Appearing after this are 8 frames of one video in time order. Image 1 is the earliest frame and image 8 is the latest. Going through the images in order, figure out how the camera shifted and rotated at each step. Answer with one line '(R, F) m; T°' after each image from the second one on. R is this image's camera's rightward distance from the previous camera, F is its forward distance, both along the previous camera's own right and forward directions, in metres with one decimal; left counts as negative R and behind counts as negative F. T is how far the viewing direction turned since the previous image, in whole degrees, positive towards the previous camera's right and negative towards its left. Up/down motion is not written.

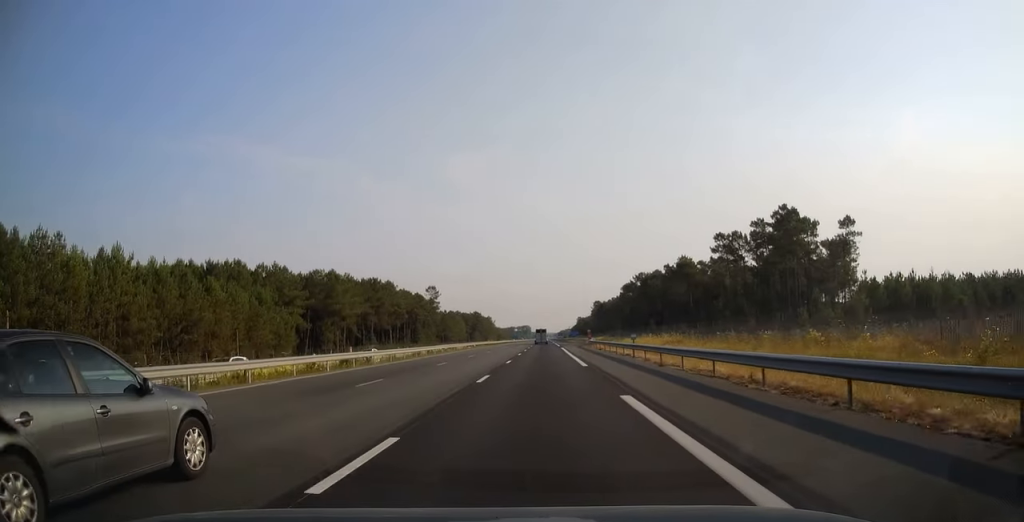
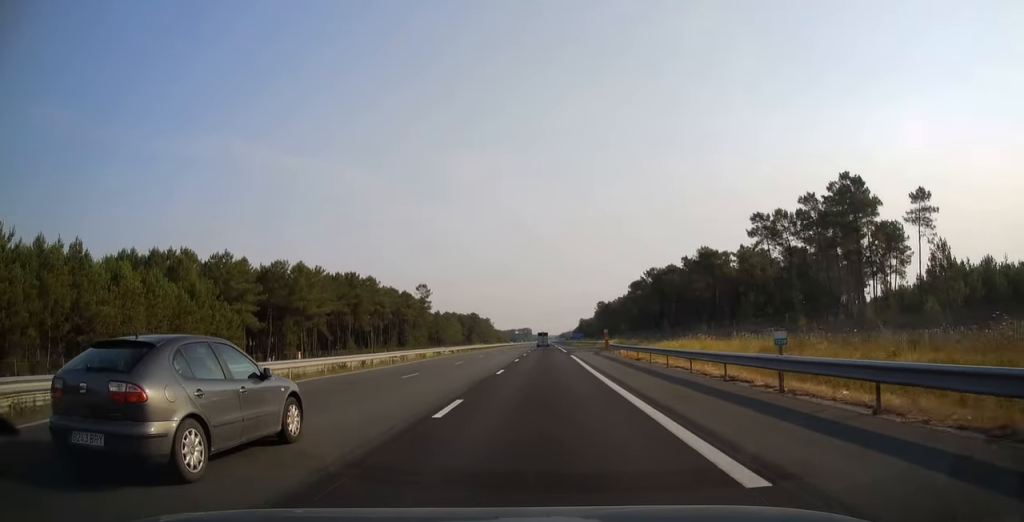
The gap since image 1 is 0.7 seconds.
(0.0, +20.6) m; 0°
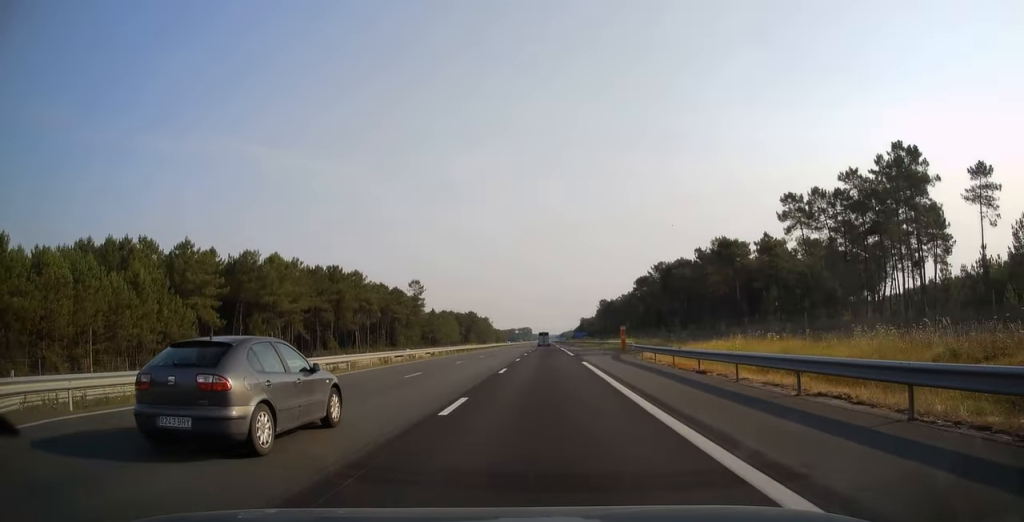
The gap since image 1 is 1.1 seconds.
(0.0, +12.8) m; 0°
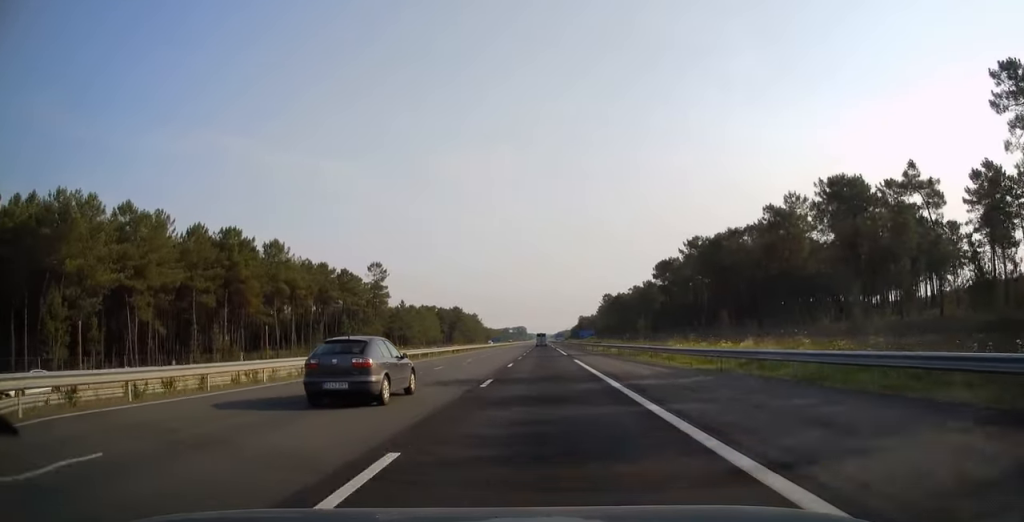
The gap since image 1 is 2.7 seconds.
(0.0, +45.7) m; 0°
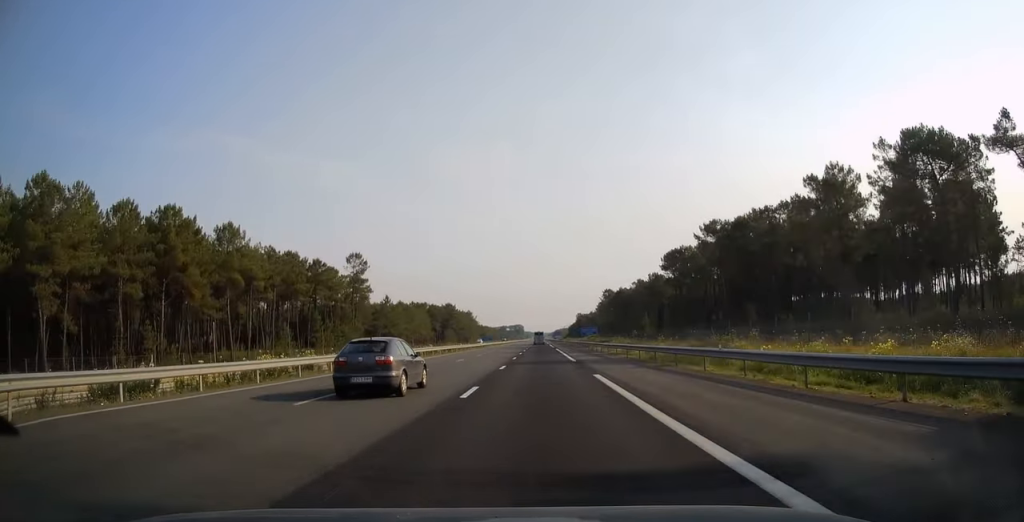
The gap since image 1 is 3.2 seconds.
(0.0, +16.3) m; 0°
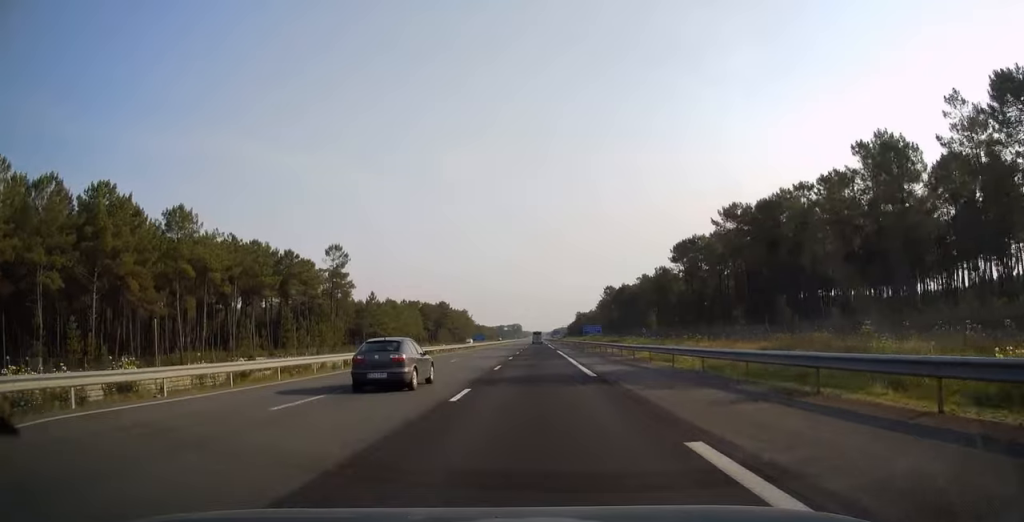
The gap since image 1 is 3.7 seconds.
(+0.1, +13.8) m; 0°
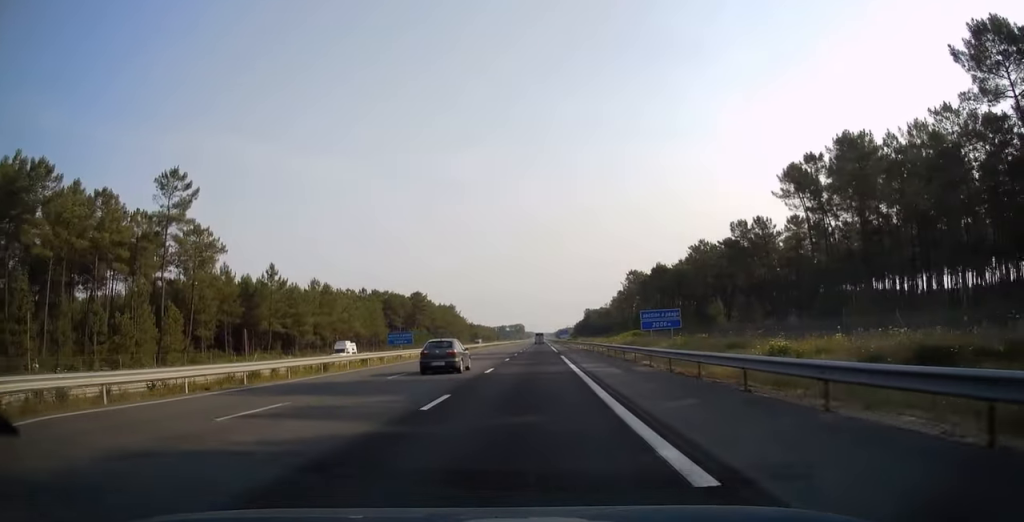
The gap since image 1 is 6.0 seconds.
(0.0, +66.4) m; 0°
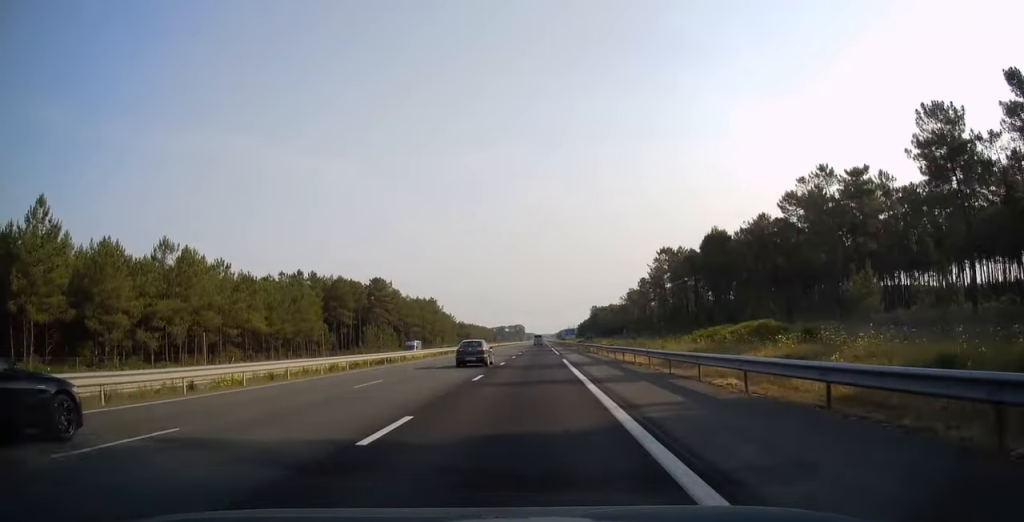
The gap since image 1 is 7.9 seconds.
(-0.1, +56.1) m; 0°
